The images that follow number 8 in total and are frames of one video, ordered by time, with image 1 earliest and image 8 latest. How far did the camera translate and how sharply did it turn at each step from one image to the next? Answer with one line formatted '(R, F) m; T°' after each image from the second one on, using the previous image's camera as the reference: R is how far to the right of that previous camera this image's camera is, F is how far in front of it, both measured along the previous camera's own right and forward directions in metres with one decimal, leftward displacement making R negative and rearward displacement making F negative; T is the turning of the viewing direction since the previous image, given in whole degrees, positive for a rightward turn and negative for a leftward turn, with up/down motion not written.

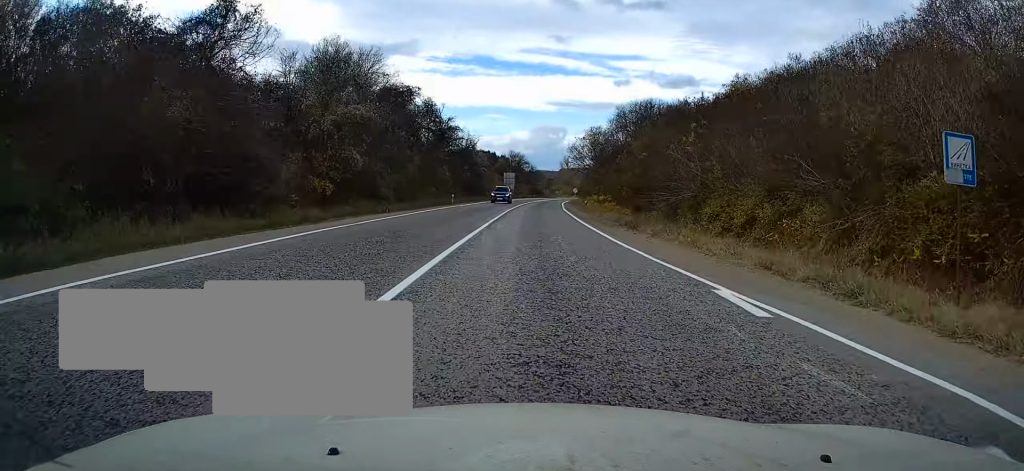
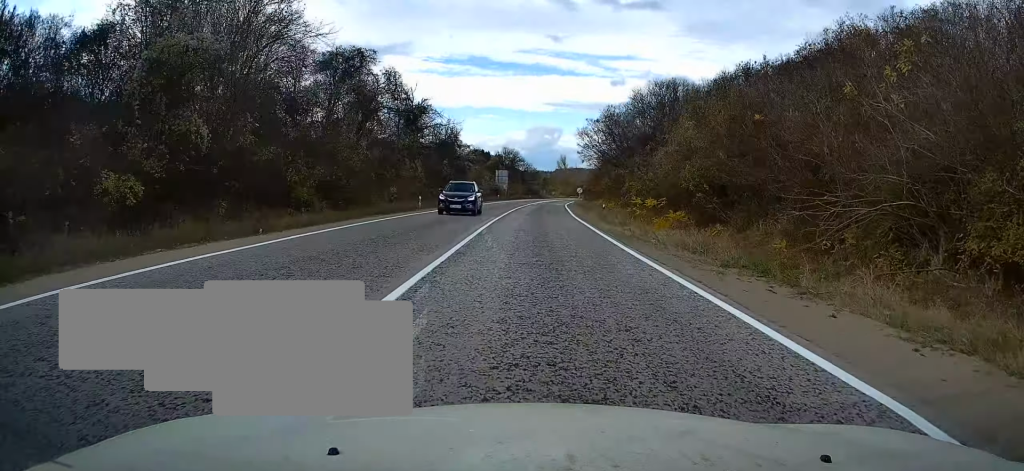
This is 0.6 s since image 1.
(+0.1, +15.8) m; +1°
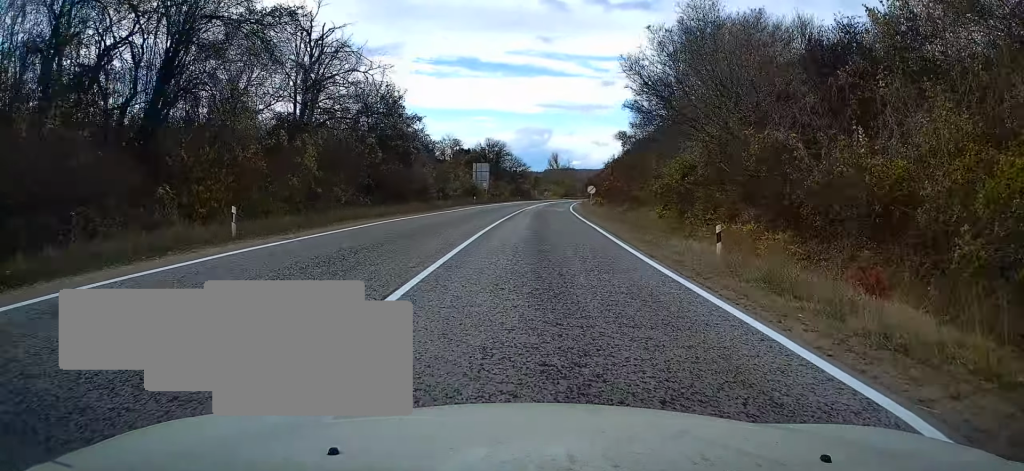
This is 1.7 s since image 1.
(0.0, +26.3) m; 0°
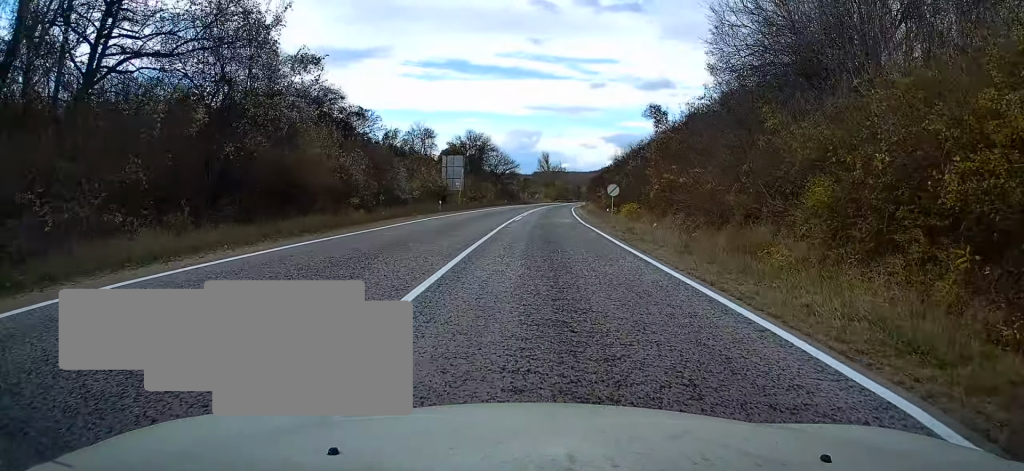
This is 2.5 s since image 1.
(0.0, +19.5) m; +1°
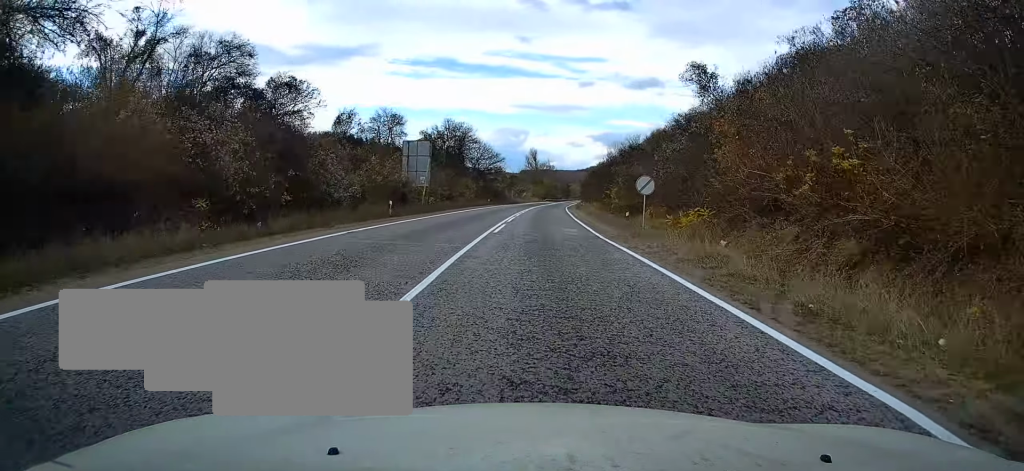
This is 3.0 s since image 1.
(-0.1, +13.0) m; +1°
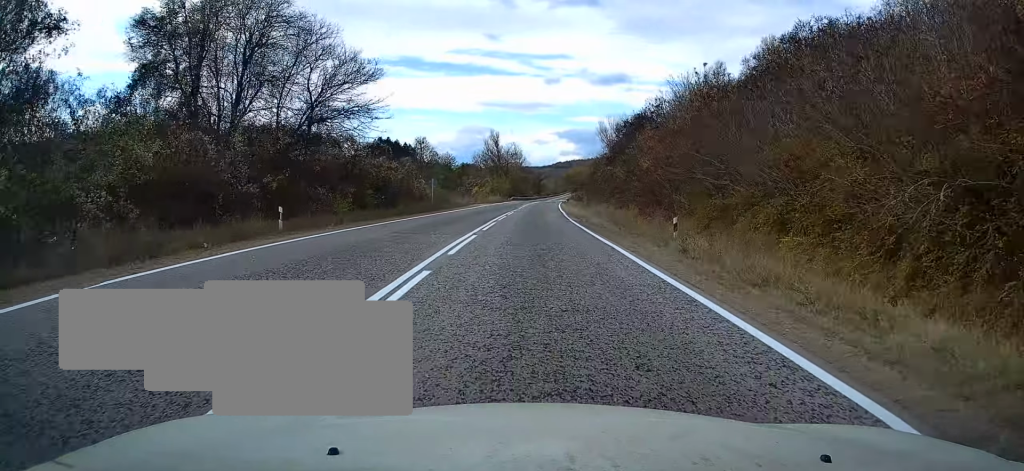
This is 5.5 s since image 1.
(+2.4, +61.5) m; +3°
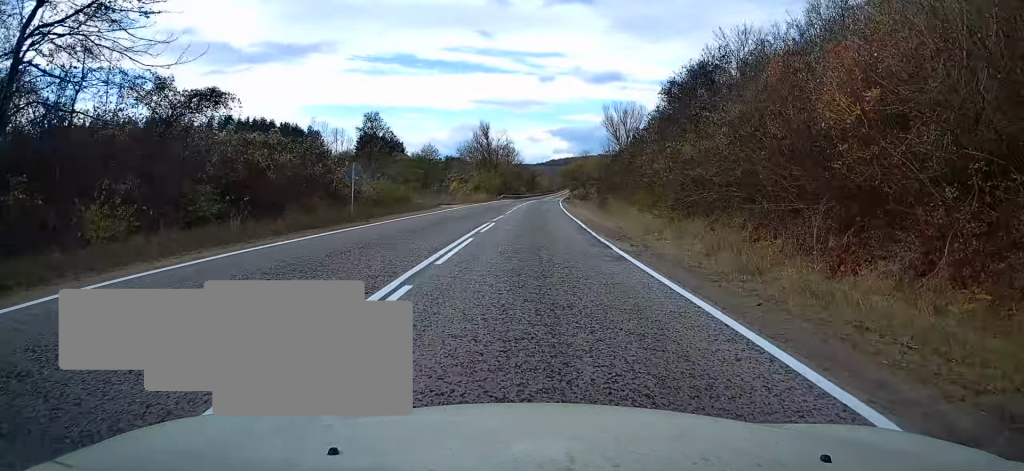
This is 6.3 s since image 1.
(-0.1, +19.2) m; +1°
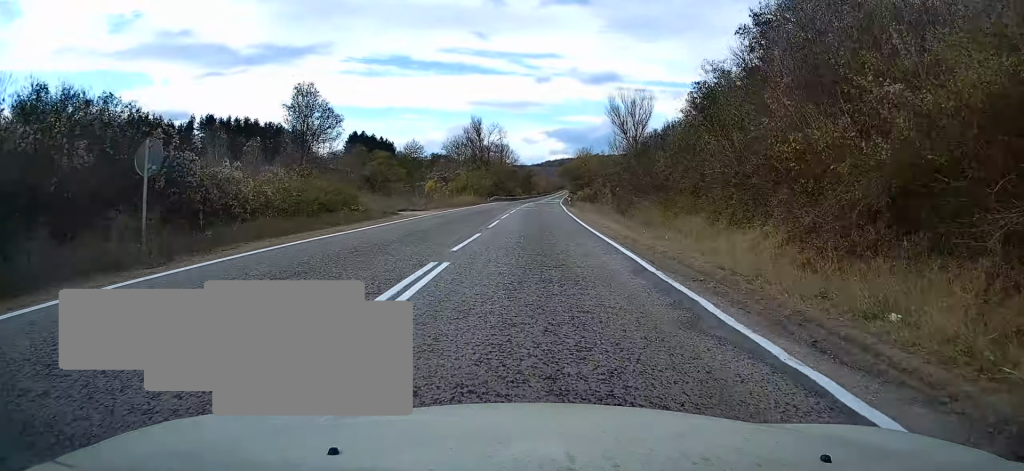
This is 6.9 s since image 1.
(+0.2, +14.4) m; +1°
